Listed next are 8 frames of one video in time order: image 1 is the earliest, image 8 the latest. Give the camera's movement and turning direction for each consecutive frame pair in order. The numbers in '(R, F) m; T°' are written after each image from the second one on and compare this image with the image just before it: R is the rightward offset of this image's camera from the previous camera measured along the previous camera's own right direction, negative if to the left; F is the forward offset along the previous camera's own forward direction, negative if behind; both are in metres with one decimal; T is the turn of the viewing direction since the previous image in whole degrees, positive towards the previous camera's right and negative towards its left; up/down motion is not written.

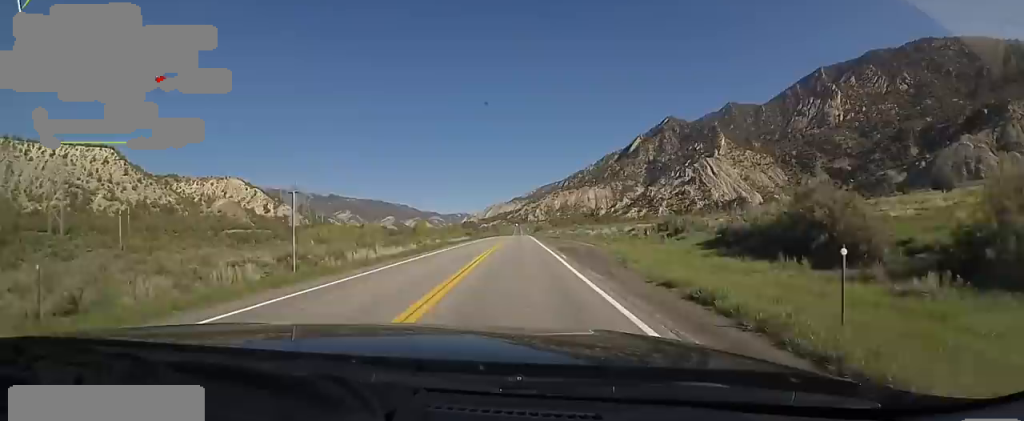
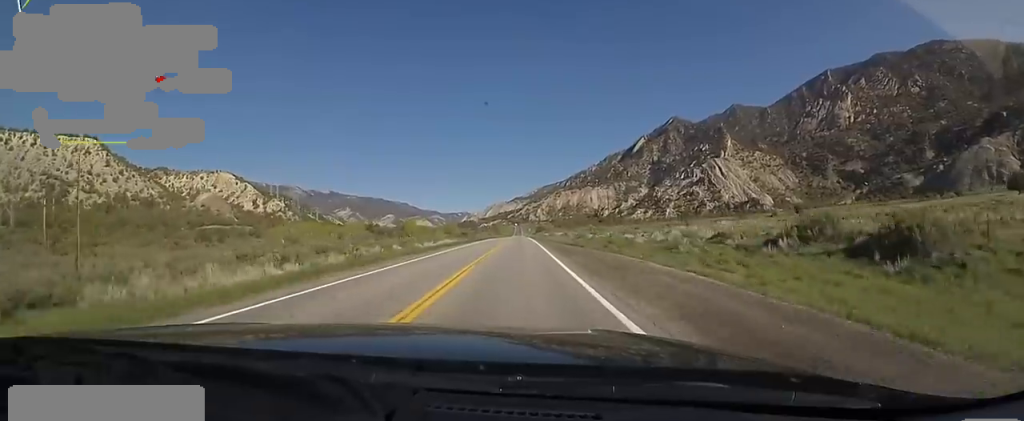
(+0.4, +26.0) m; 0°
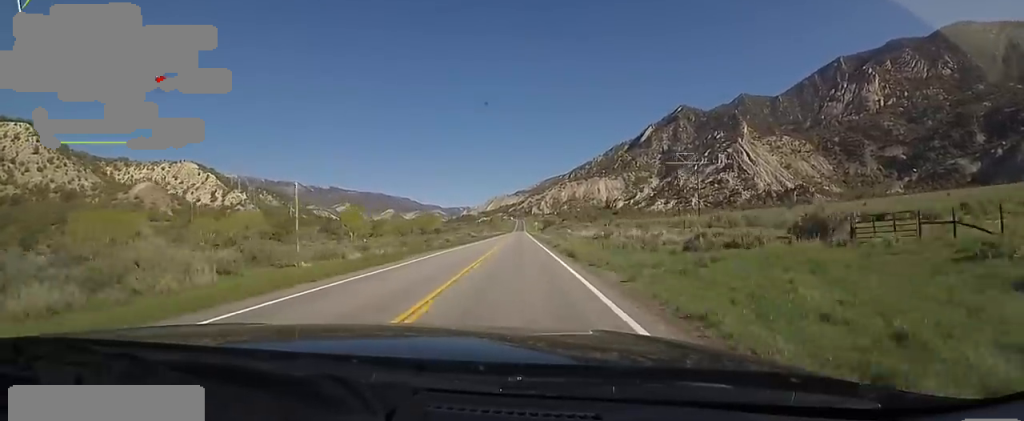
(-0.2, +80.5) m; +2°
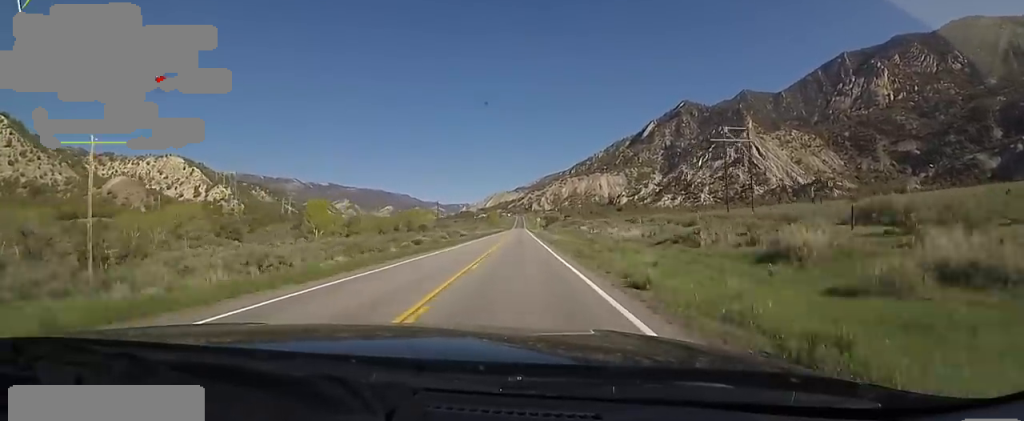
(+0.2, +25.6) m; -1°
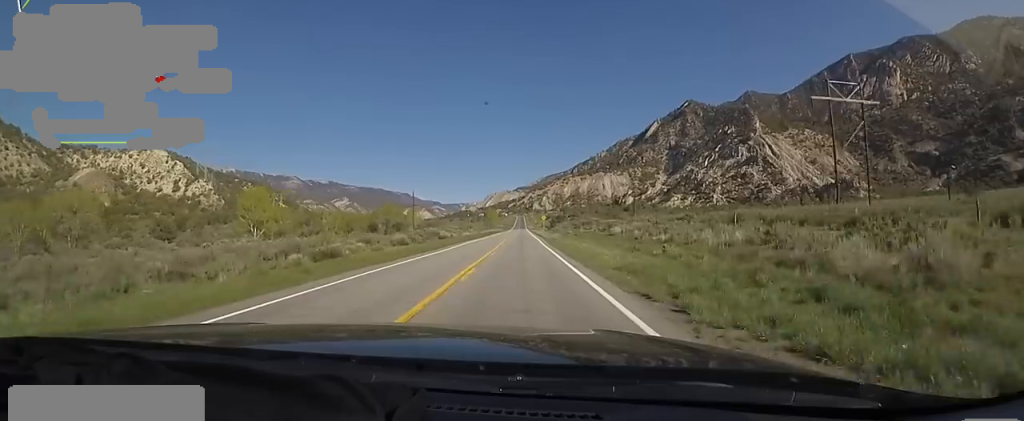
(-0.6, +29.6) m; -2°
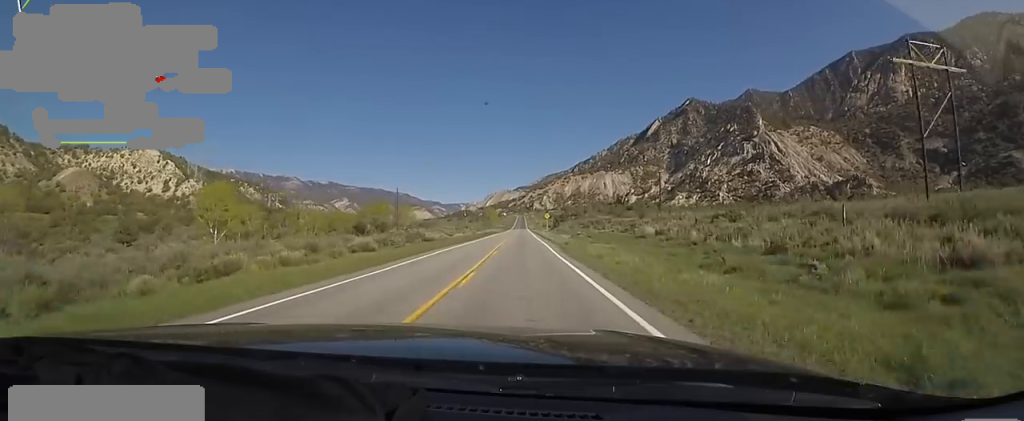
(-0.1, +13.2) m; 0°
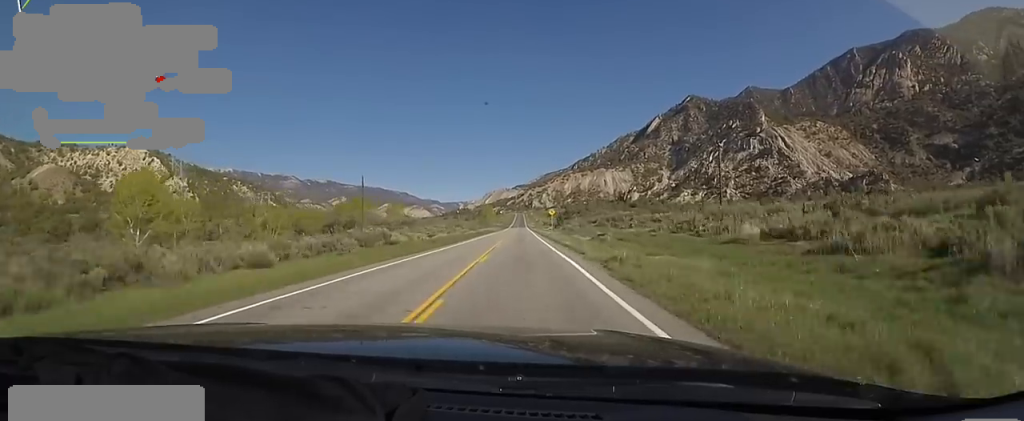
(-0.1, +18.2) m; +1°
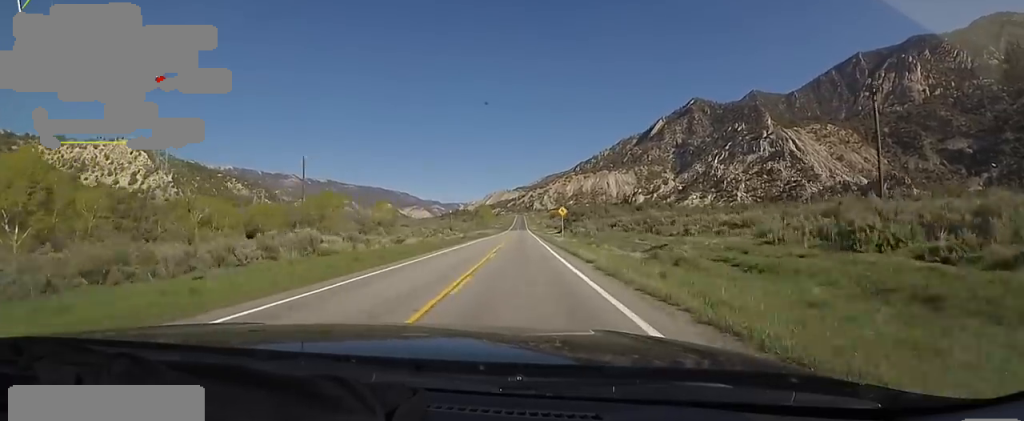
(+0.2, +19.2) m; 0°
